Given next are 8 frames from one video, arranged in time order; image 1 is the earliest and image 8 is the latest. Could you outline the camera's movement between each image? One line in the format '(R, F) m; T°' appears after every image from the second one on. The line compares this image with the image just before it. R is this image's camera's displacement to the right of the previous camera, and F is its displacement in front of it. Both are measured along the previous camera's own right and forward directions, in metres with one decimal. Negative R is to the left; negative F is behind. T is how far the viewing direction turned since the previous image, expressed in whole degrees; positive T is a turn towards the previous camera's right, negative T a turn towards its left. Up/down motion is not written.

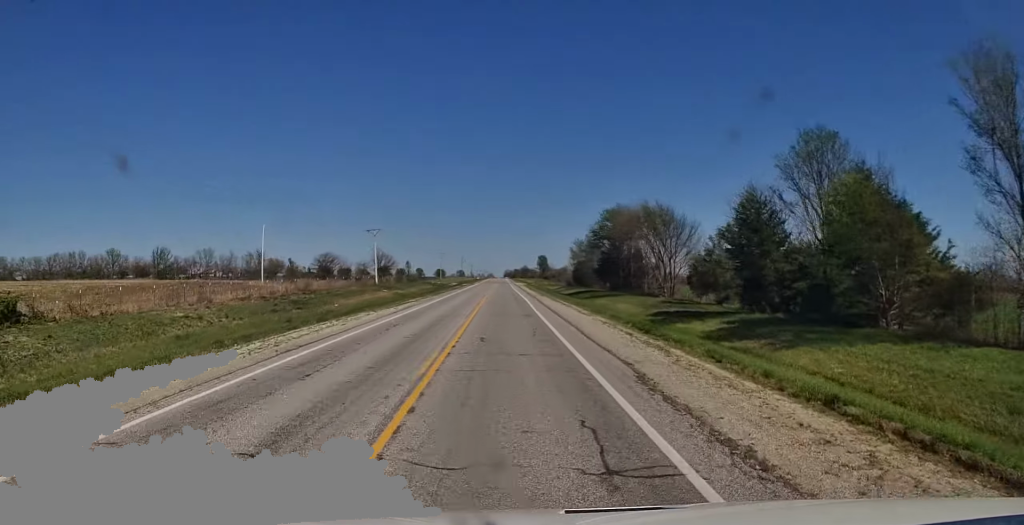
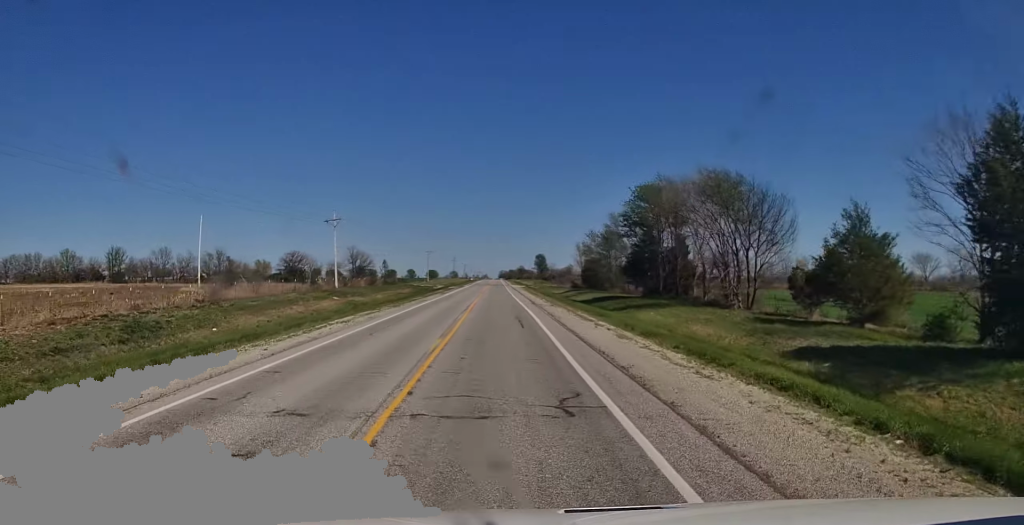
(+0.2, +19.8) m; +1°
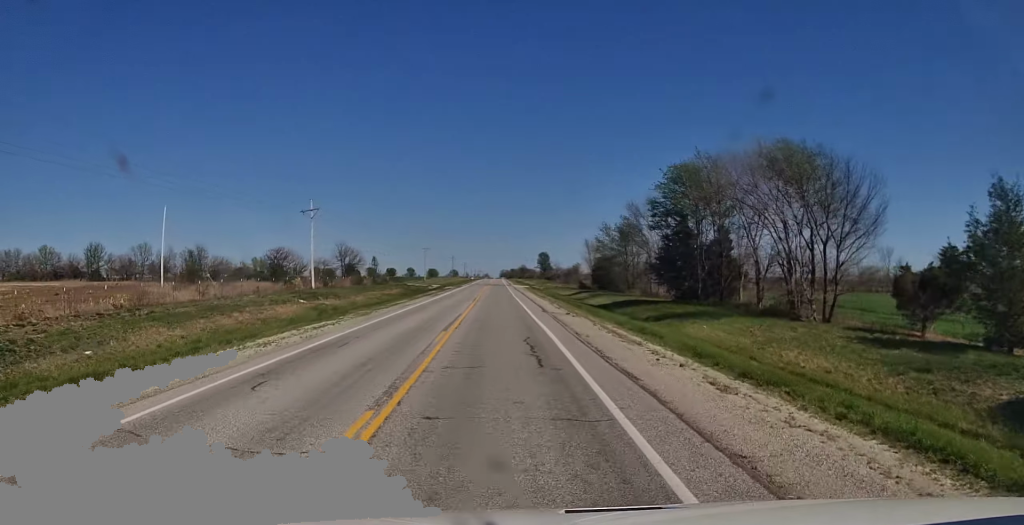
(+0.1, +9.7) m; 0°
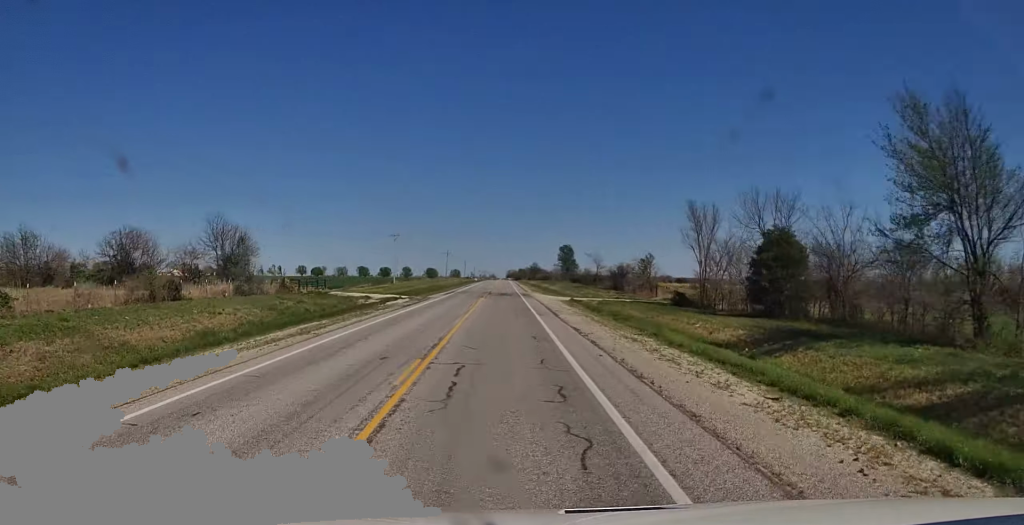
(-0.1, +54.3) m; -1°
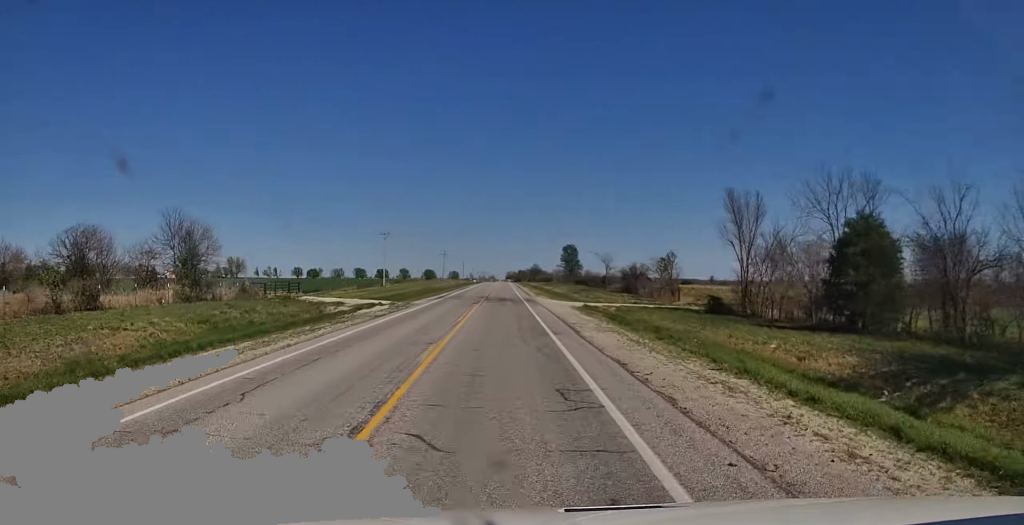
(-0.2, +8.9) m; 0°
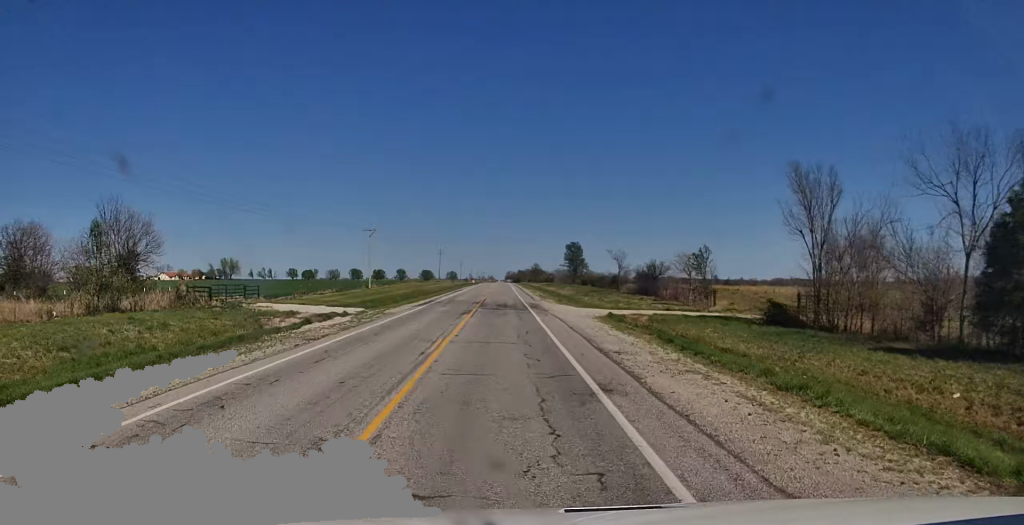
(-0.2, +10.2) m; 0°
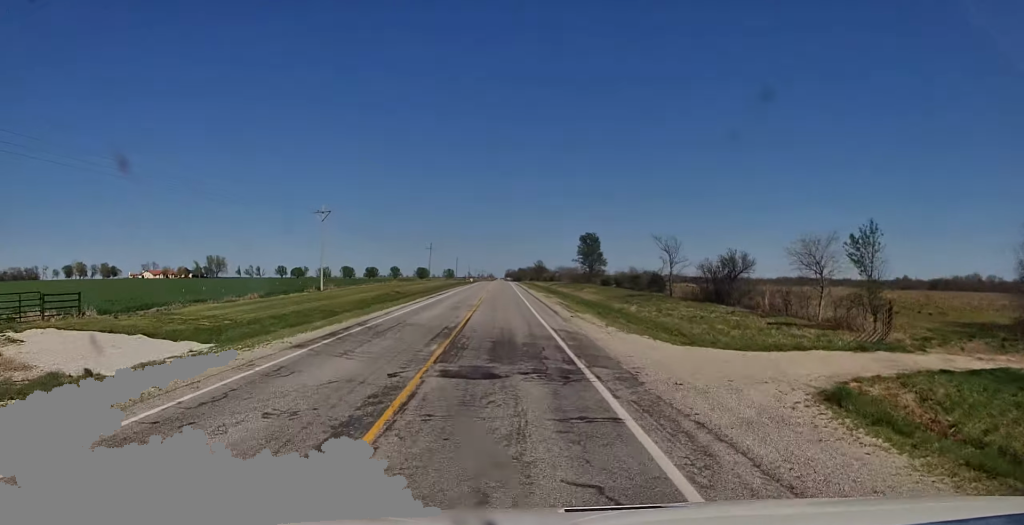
(+0.4, +23.8) m; -1°
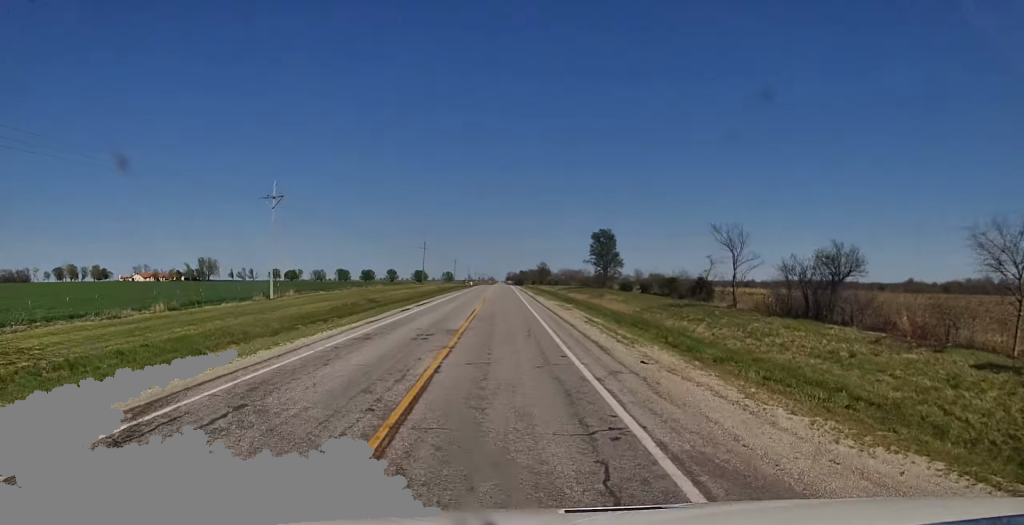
(-0.3, +14.9) m; -1°
